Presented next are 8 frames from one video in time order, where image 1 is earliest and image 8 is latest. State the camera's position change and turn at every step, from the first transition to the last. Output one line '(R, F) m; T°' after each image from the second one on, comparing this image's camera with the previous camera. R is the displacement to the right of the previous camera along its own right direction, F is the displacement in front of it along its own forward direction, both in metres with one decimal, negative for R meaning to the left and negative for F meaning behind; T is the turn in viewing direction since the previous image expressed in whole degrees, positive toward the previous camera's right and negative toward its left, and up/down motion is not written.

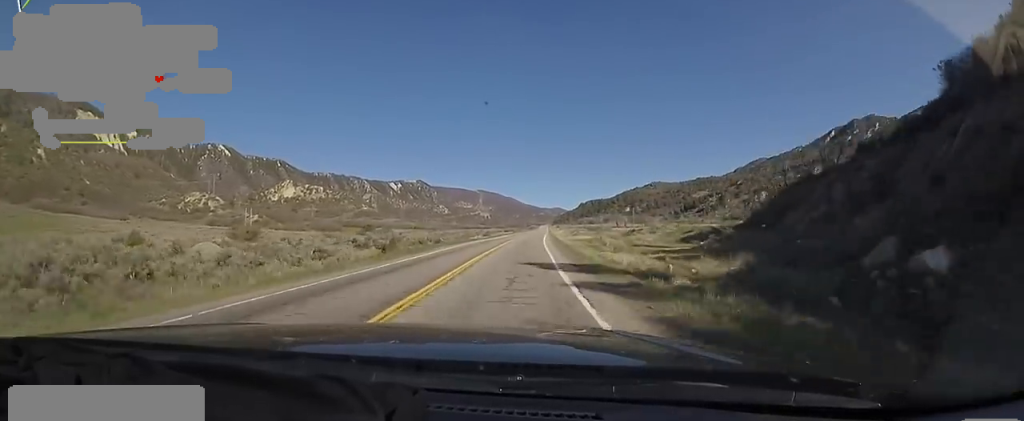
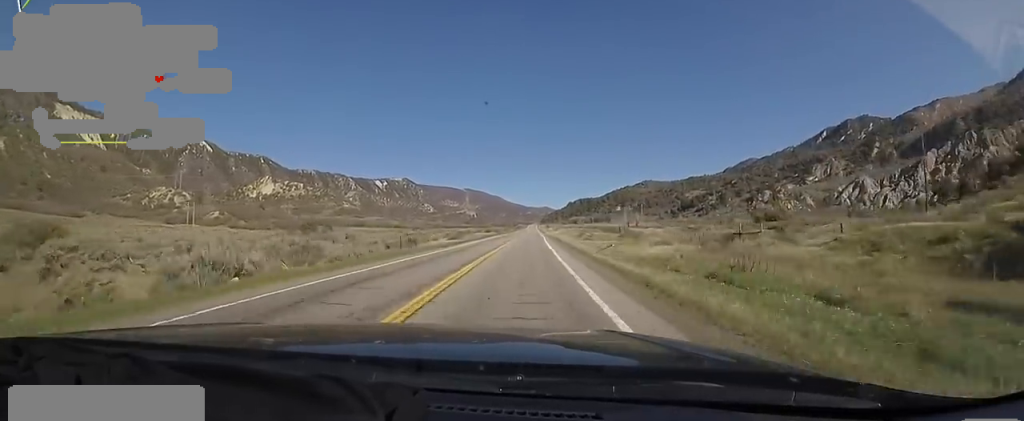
(-0.5, +35.7) m; +1°
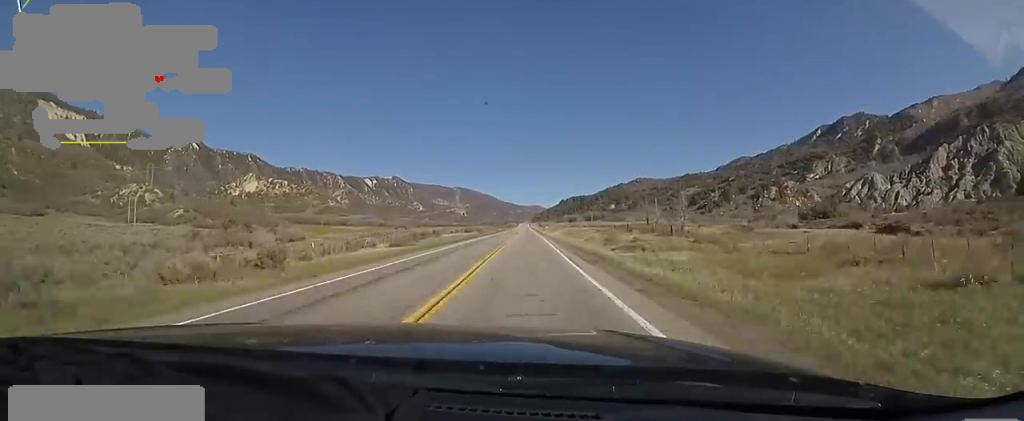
(+0.9, +29.8) m; +3°
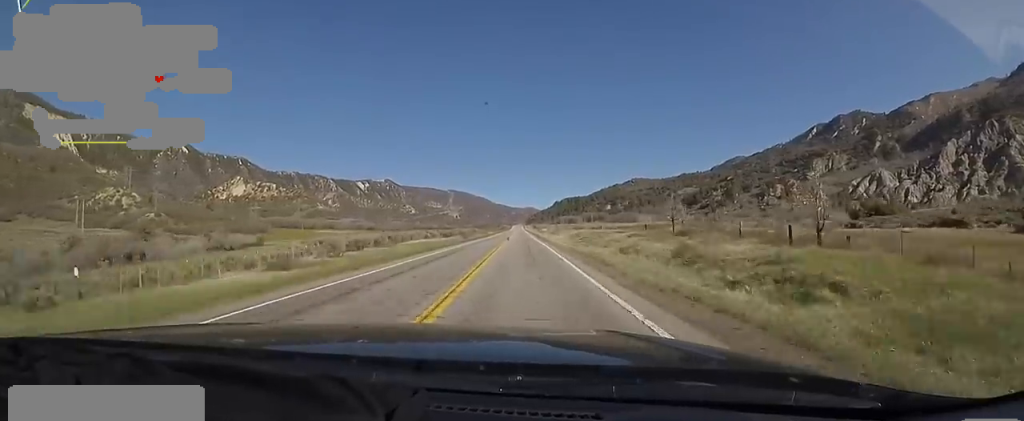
(+0.7, +22.0) m; 0°
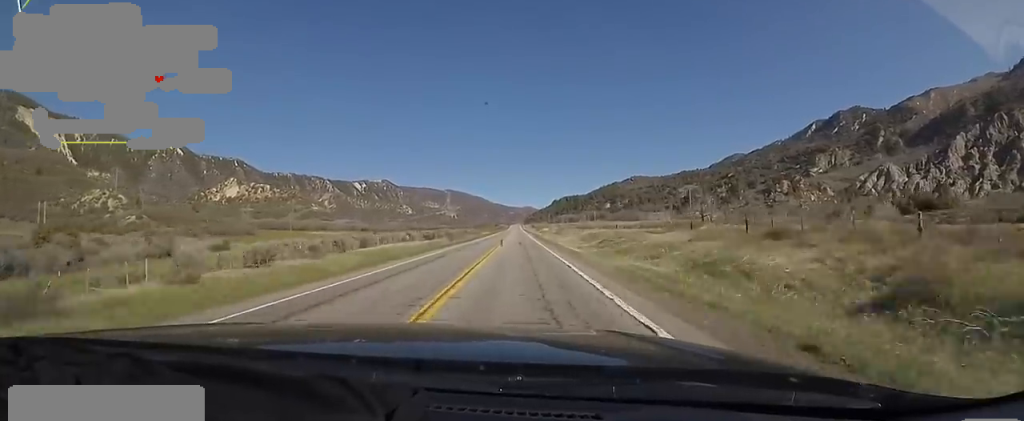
(-0.5, +15.1) m; 0°
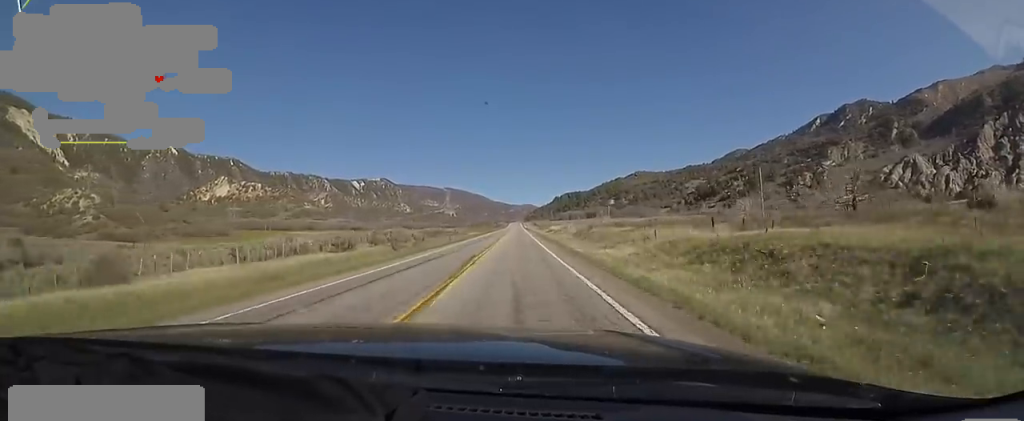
(+0.2, +34.3) m; +1°
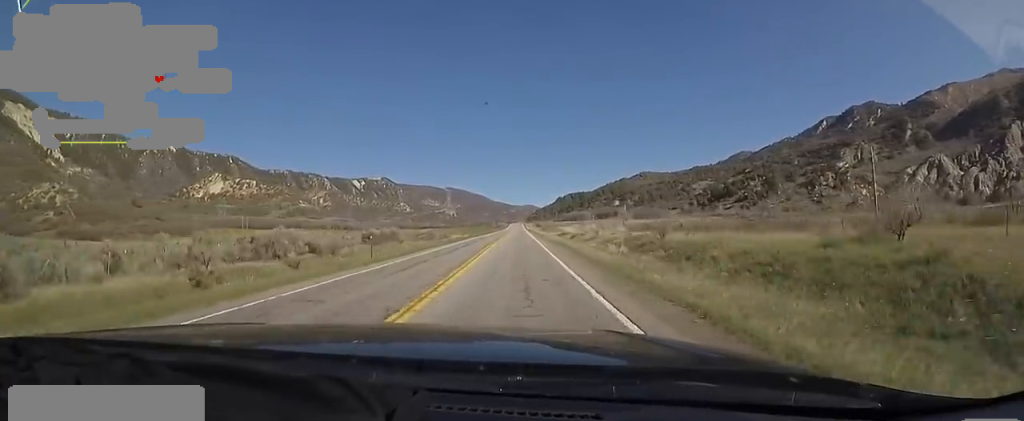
(+0.3, +27.4) m; 0°
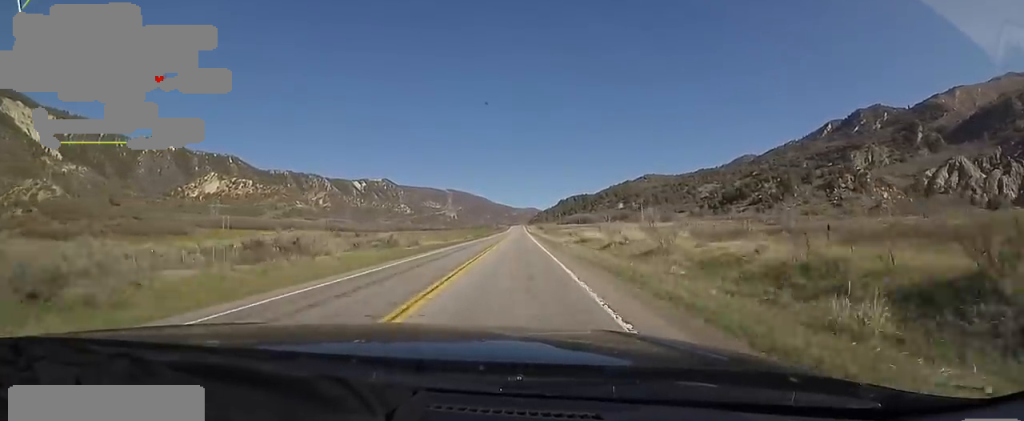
(-0.1, +20.2) m; -1°
